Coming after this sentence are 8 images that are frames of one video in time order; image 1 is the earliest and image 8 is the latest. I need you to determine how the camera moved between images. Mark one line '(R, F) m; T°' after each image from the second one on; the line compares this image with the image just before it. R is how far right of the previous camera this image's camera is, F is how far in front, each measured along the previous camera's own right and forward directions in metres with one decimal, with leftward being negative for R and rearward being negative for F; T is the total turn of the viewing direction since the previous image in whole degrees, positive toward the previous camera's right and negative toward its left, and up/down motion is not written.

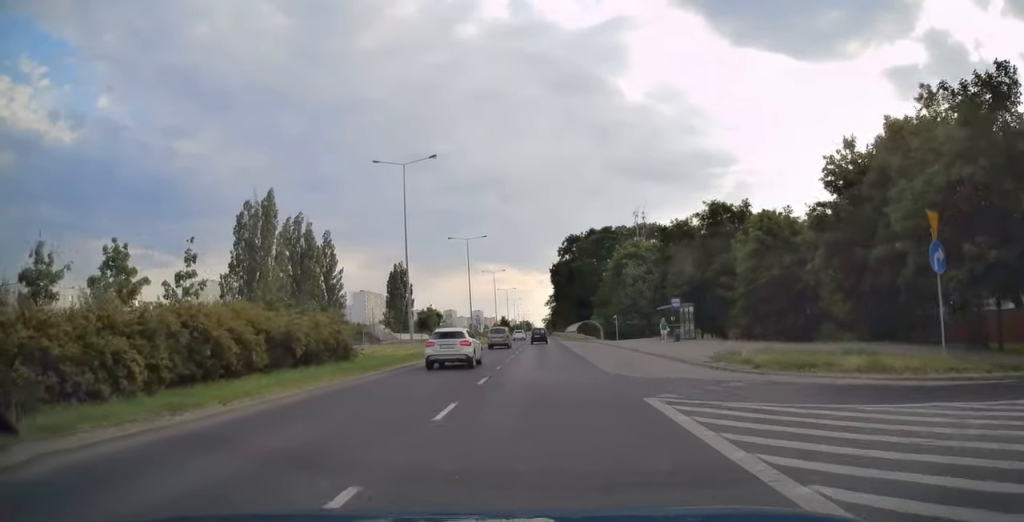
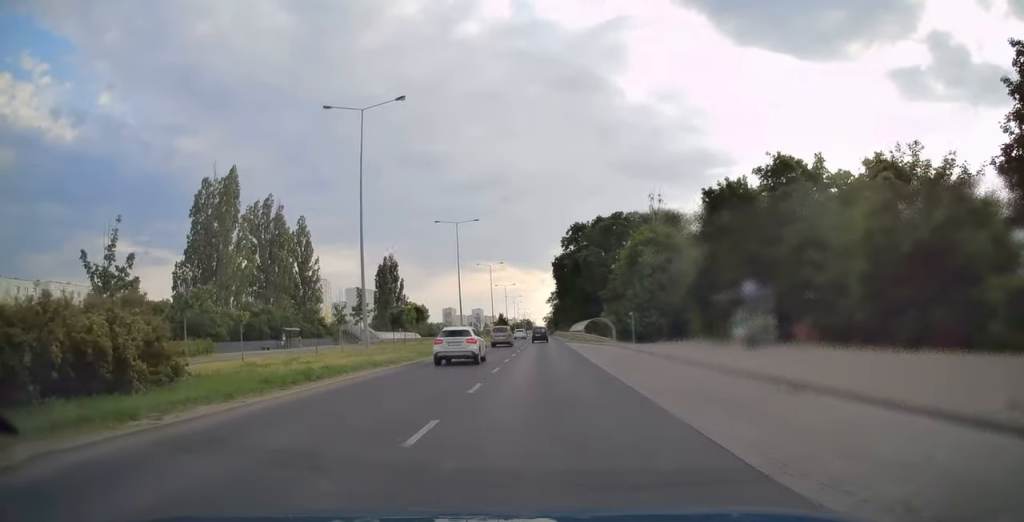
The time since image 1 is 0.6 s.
(0.0, +13.7) m; 0°
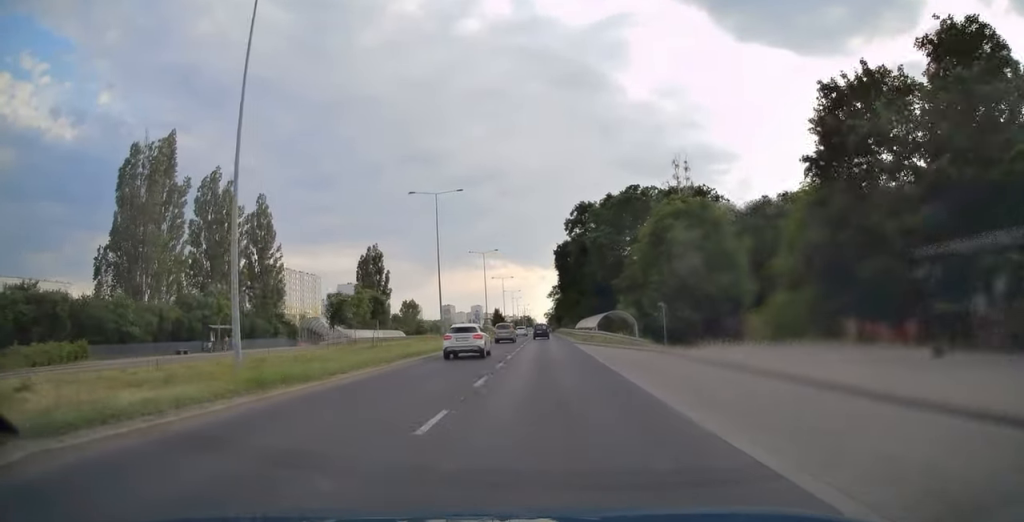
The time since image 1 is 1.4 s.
(-0.3, +17.1) m; 0°
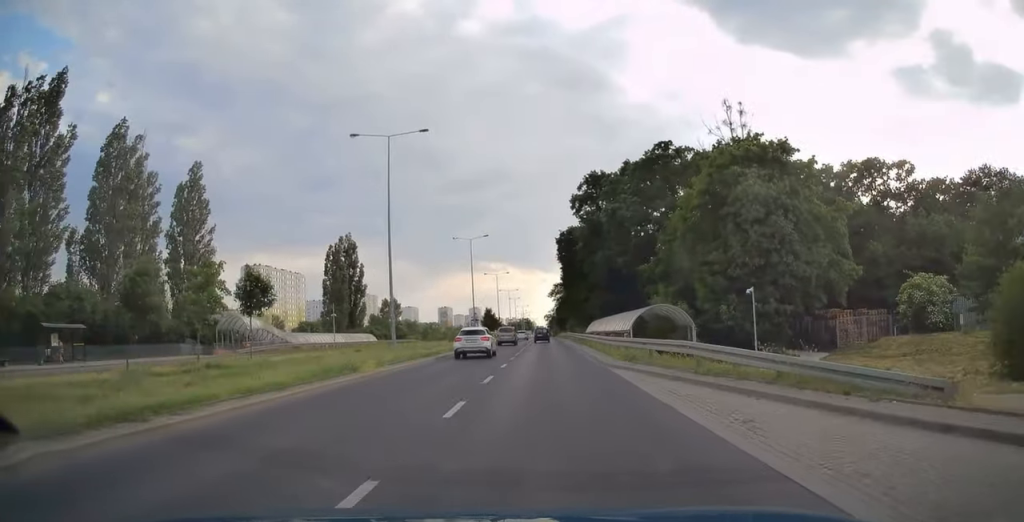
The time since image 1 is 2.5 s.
(+0.3, +22.2) m; 0°
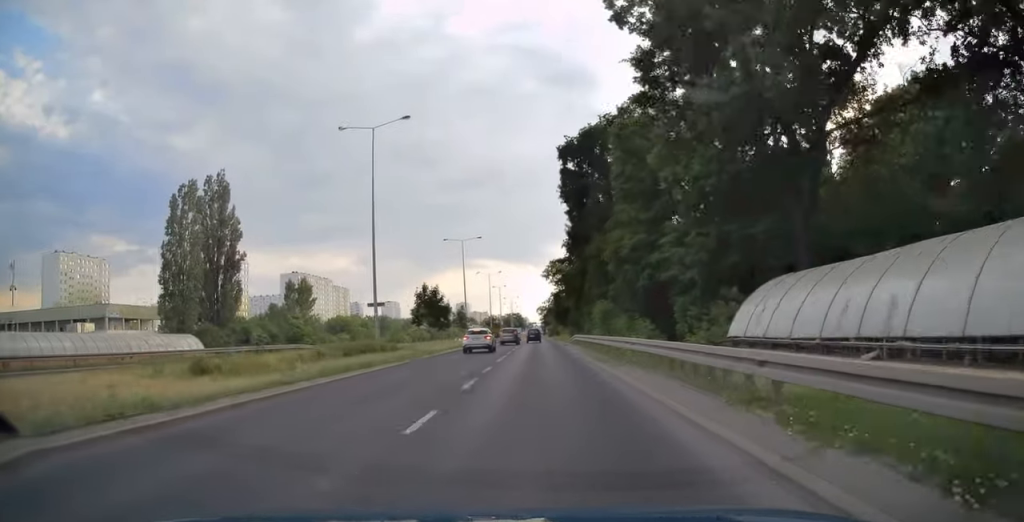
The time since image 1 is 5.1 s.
(-0.2, +54.6) m; 0°
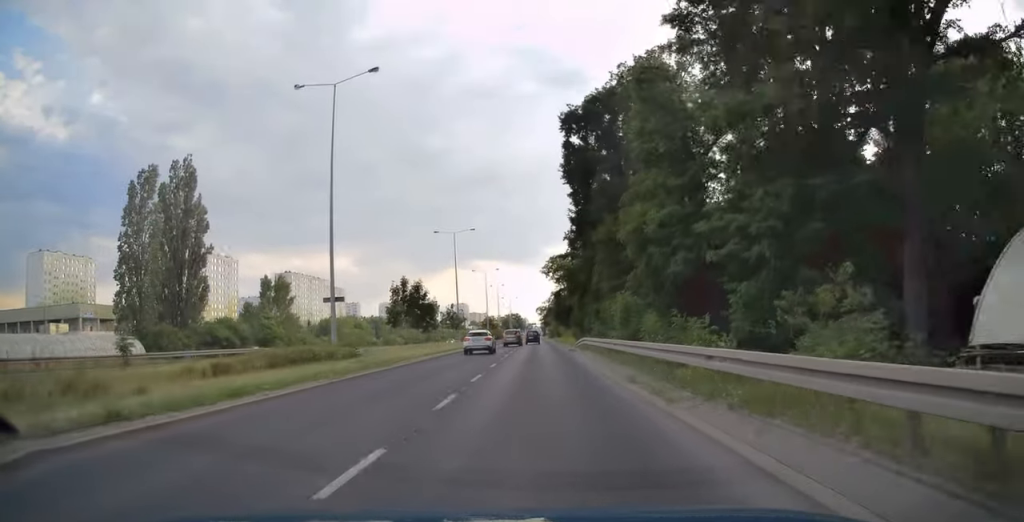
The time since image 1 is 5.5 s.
(-0.2, +8.9) m; 0°
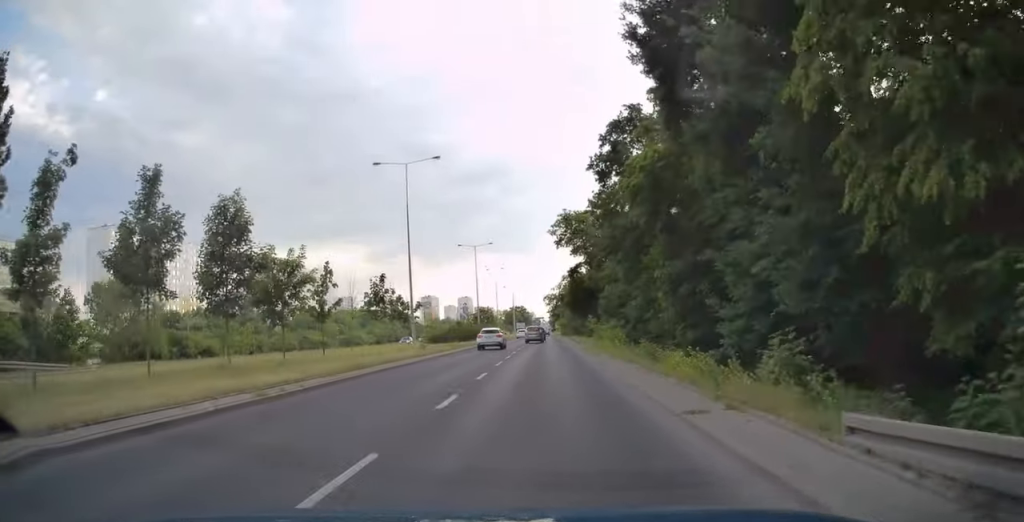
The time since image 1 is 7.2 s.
(+0.6, +36.0) m; 0°
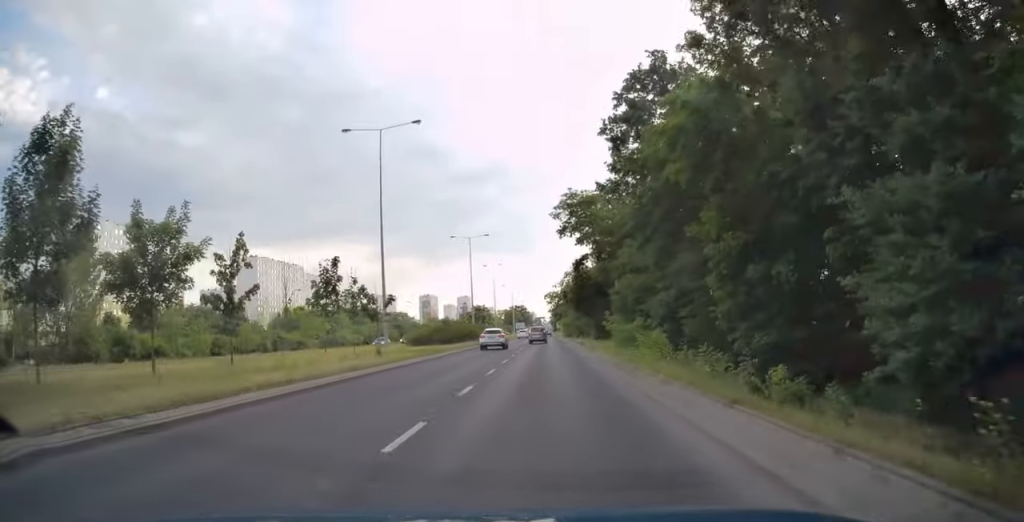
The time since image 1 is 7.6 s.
(+0.1, +9.6) m; 0°
